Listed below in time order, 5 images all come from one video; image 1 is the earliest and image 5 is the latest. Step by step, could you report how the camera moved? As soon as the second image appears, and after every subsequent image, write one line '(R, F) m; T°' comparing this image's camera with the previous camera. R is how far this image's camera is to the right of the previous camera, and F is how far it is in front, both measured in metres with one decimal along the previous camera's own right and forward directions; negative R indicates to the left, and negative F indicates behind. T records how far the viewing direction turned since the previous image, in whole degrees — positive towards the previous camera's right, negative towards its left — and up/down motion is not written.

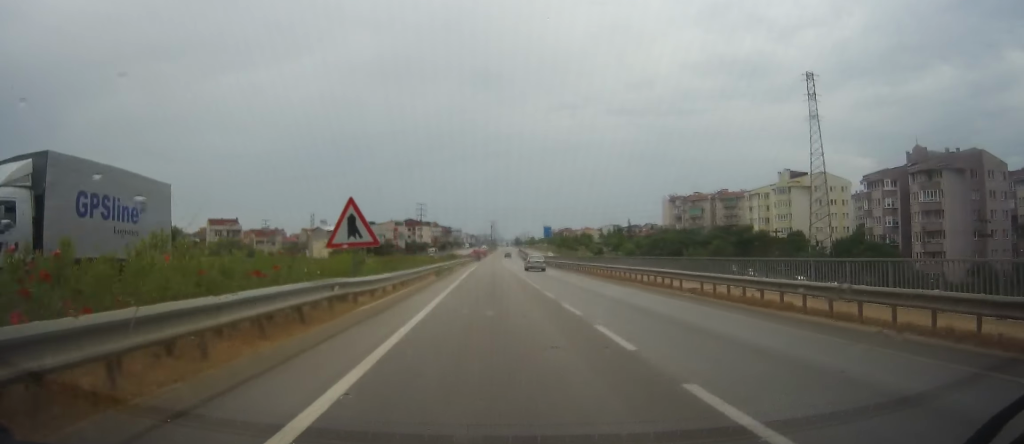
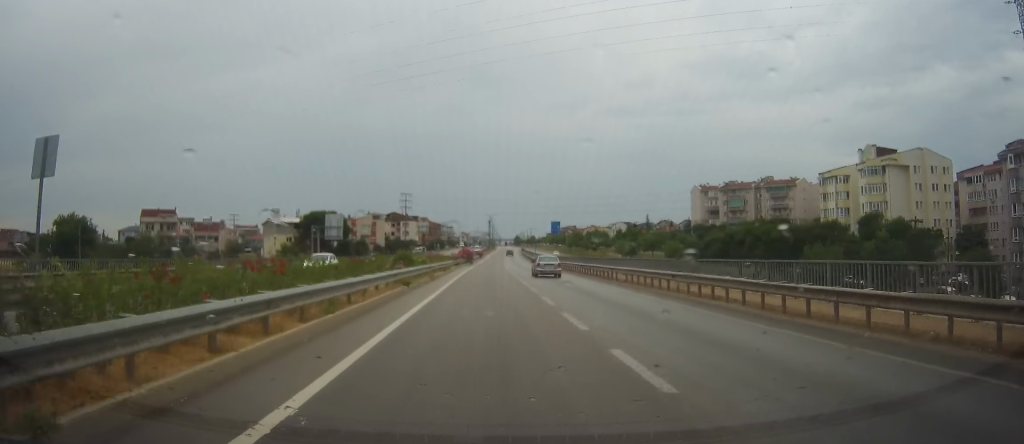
(+0.8, +41.0) m; 0°
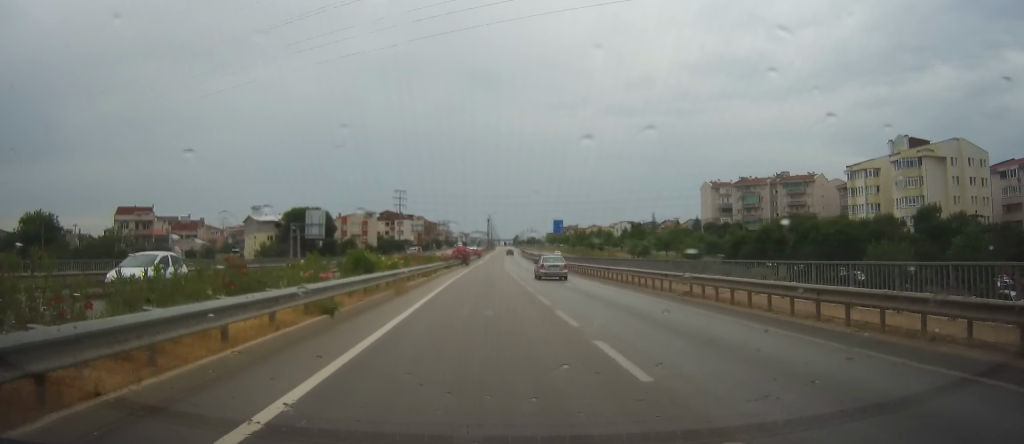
(-0.1, +11.4) m; -1°
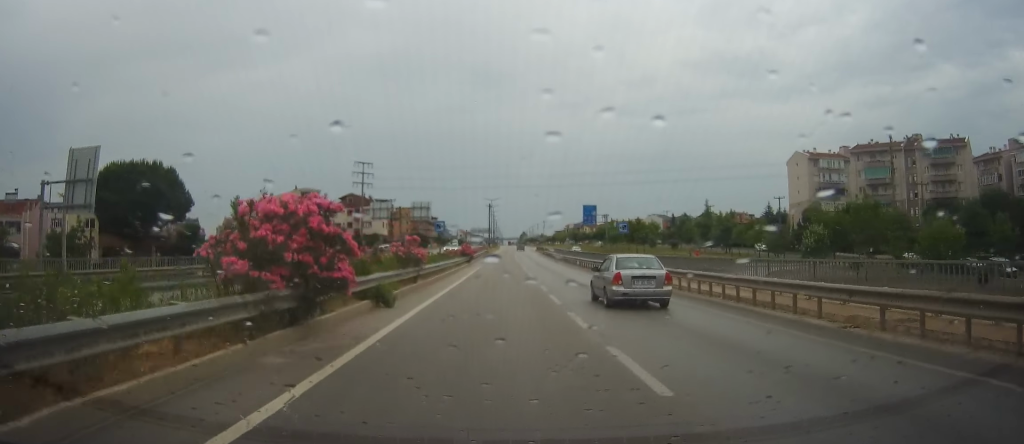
(+0.6, +63.8) m; 0°
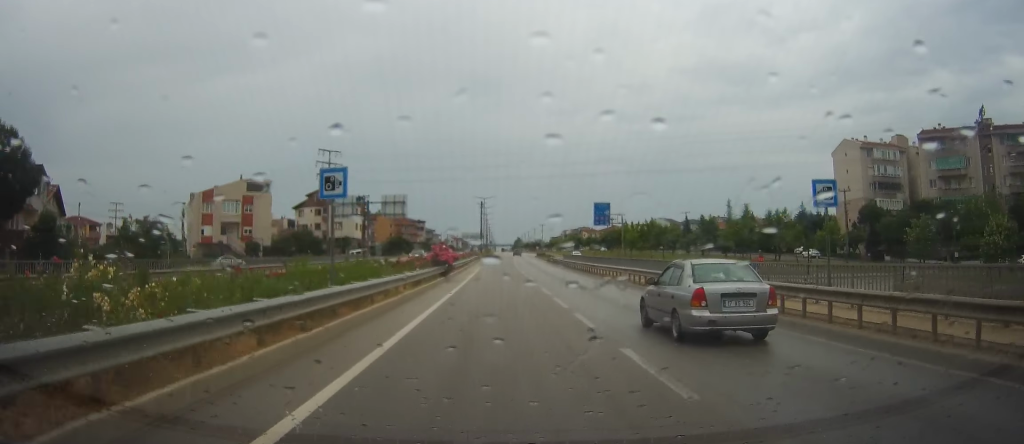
(+0.2, +26.8) m; 0°
